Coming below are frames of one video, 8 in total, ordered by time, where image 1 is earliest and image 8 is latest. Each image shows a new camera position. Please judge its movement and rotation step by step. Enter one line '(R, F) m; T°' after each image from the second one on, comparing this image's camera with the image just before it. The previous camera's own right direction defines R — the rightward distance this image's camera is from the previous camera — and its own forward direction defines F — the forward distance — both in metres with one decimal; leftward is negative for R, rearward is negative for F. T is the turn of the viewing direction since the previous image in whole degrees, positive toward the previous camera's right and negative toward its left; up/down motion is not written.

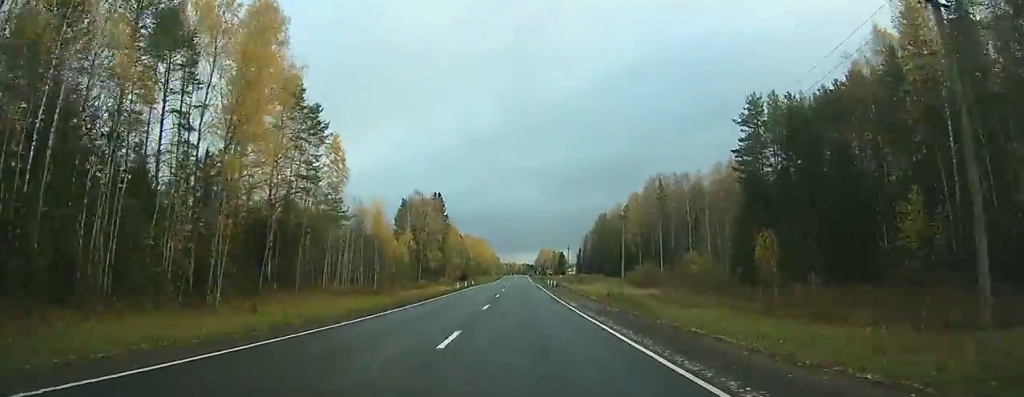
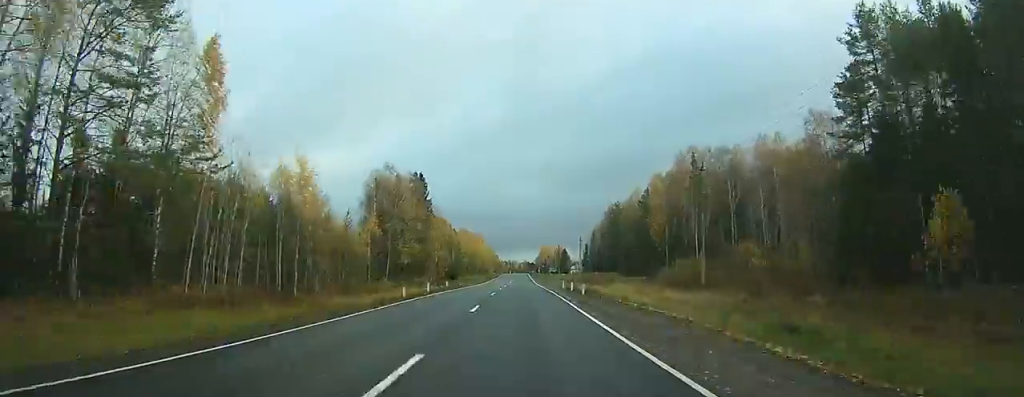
(-0.1, +28.2) m; 0°
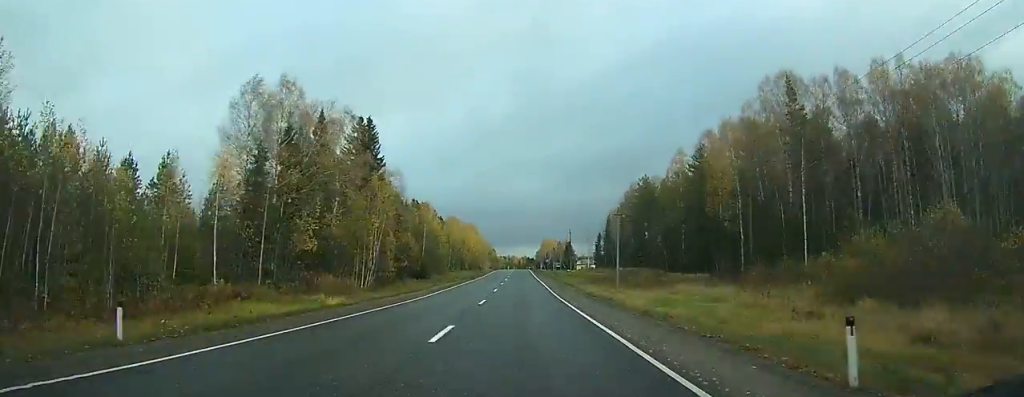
(0.0, +43.5) m; 0°
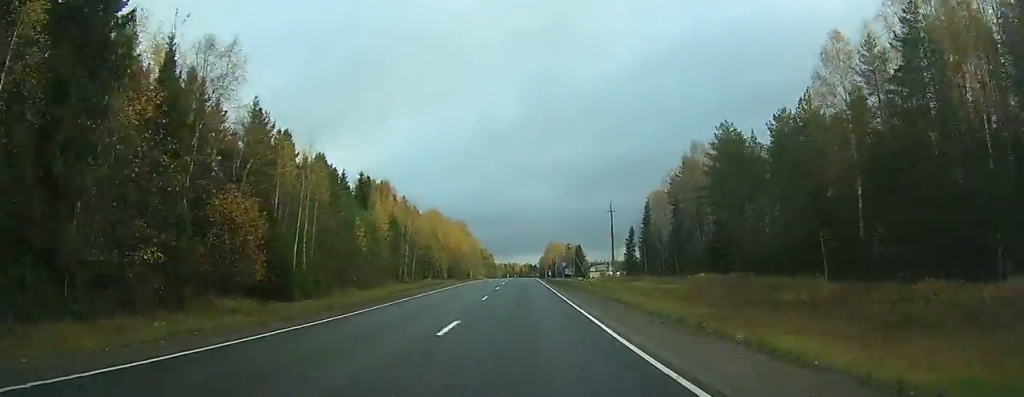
(+0.5, +59.1) m; 0°
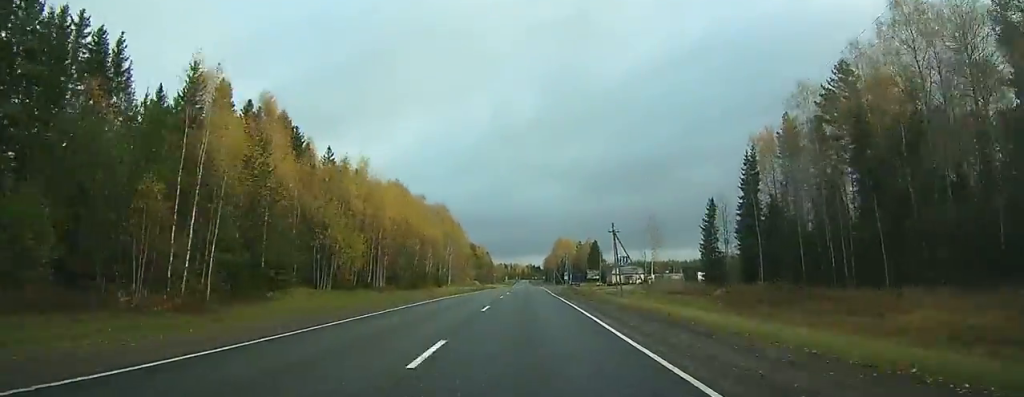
(-0.1, +64.0) m; 0°
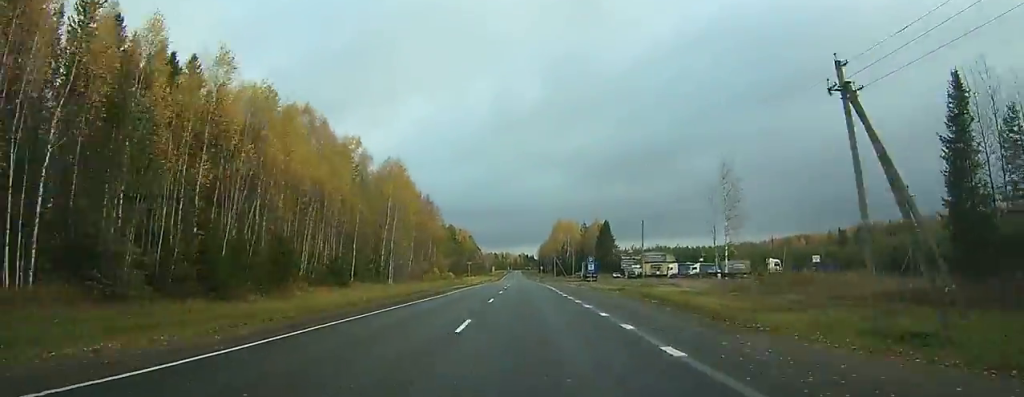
(-0.2, +56.8) m; 0°
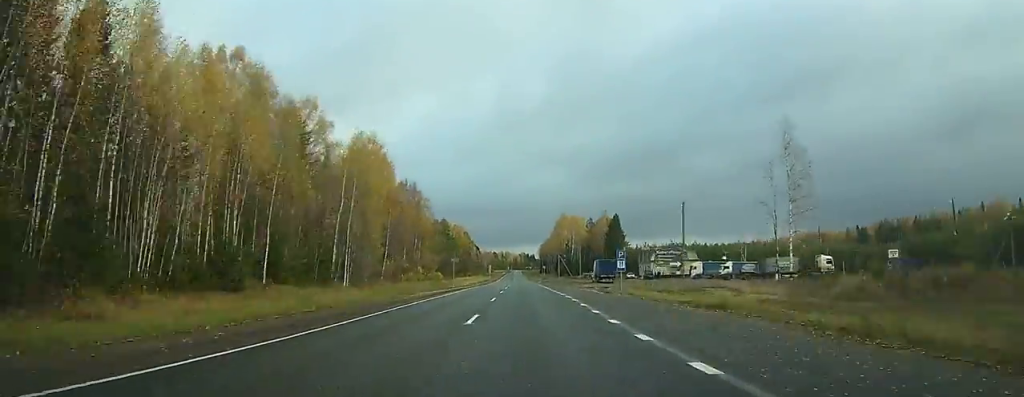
(0.0, +21.5) m; 0°
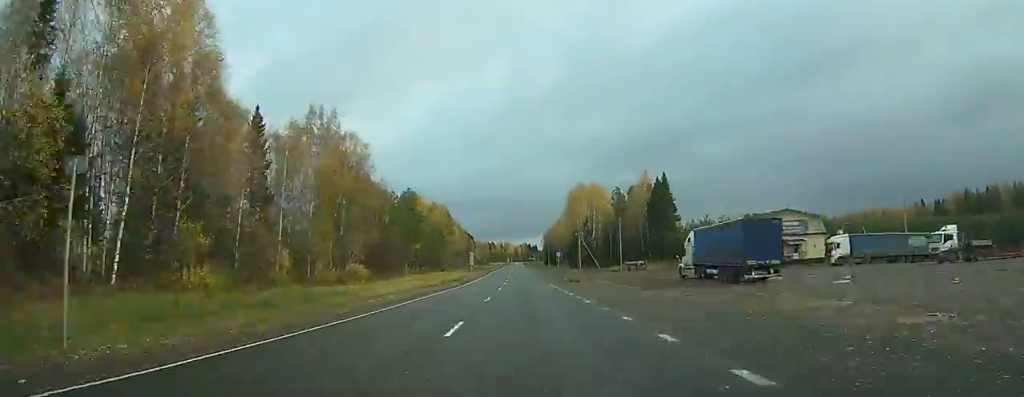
(+0.4, +64.0) m; 0°
